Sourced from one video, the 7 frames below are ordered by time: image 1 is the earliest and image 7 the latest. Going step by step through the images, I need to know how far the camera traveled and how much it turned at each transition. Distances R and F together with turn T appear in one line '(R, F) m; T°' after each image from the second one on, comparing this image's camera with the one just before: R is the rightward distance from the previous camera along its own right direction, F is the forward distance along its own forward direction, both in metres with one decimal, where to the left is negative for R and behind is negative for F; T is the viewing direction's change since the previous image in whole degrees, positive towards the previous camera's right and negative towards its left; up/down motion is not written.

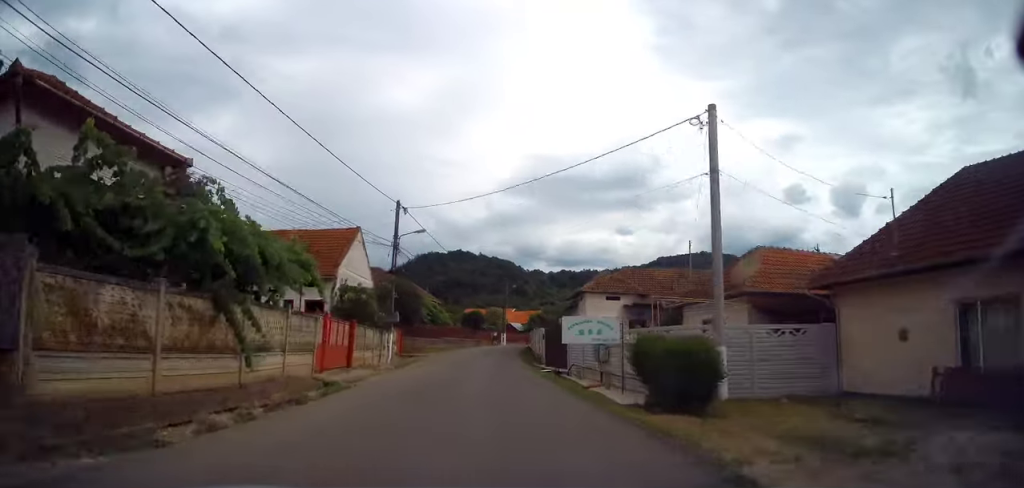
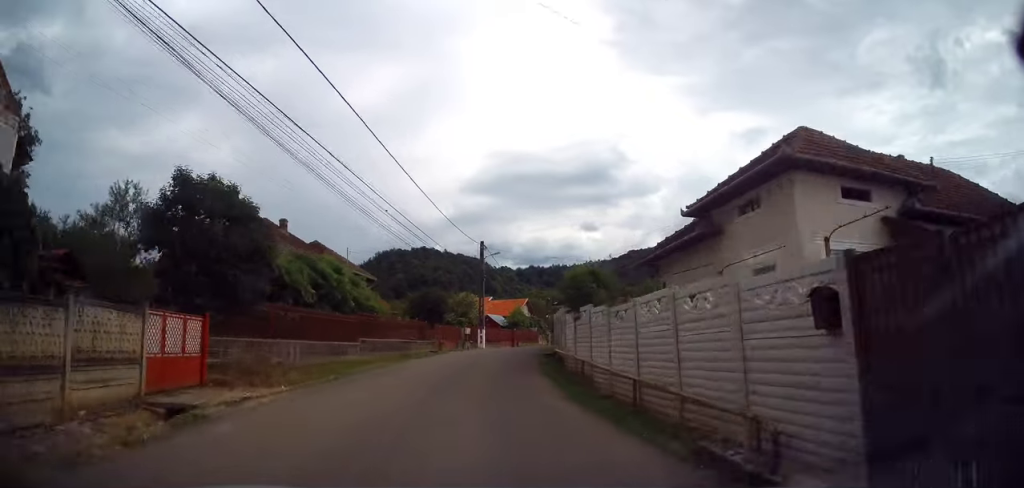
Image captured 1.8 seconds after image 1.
(+1.5, +26.0) m; +7°
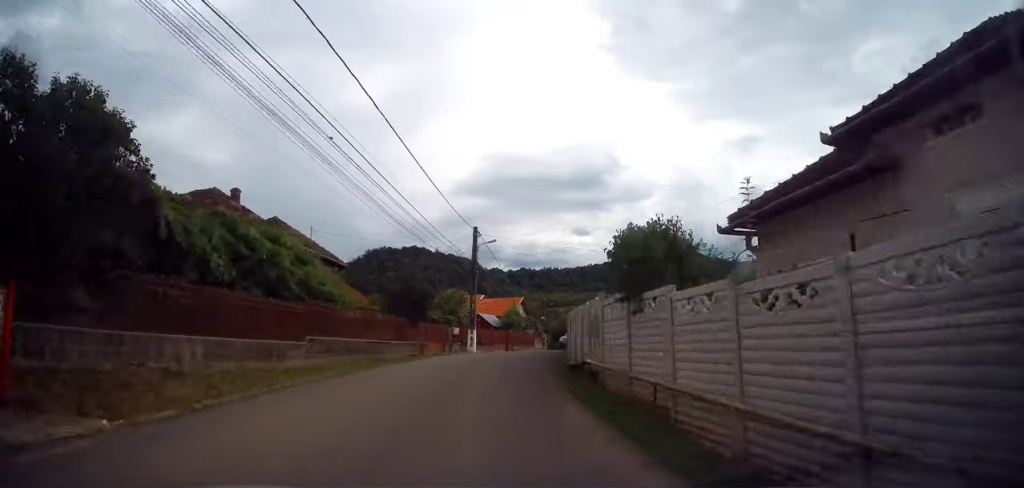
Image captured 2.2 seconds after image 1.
(+0.1, +6.2) m; +2°
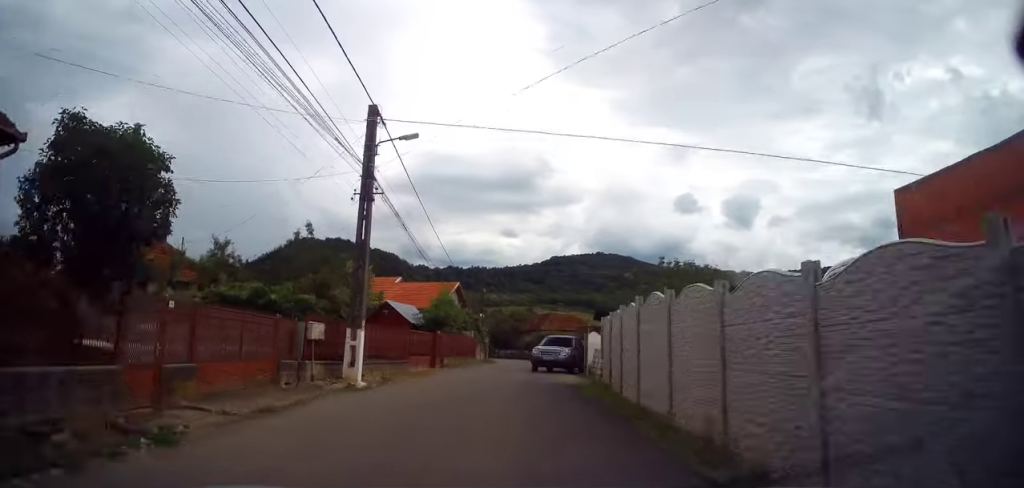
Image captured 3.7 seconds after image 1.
(+0.5, +20.0) m; +3°
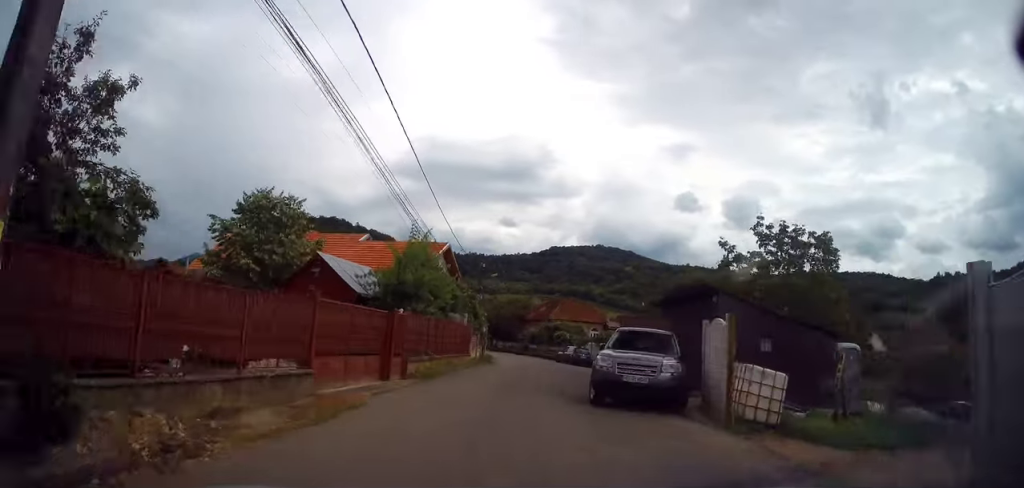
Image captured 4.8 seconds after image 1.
(+0.4, +13.8) m; +5°
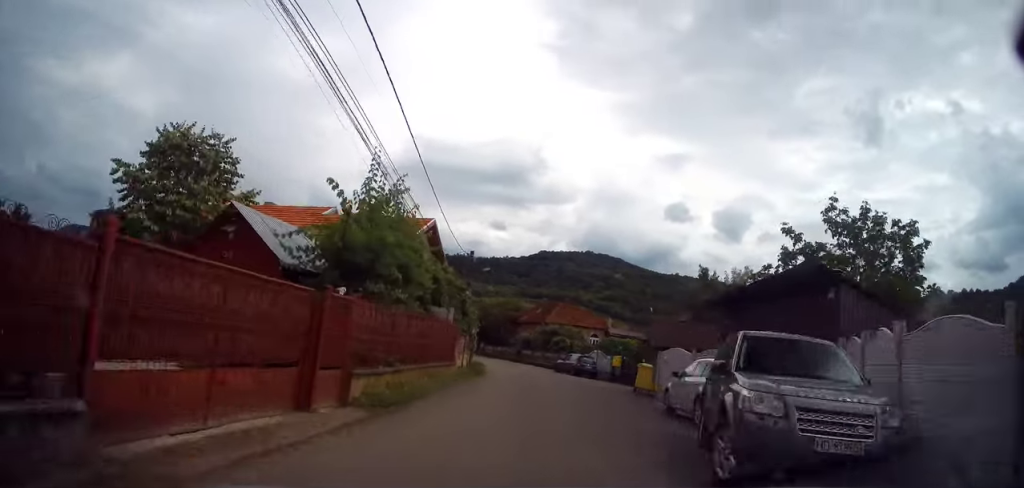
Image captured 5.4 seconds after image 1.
(+0.1, +6.5) m; +3°
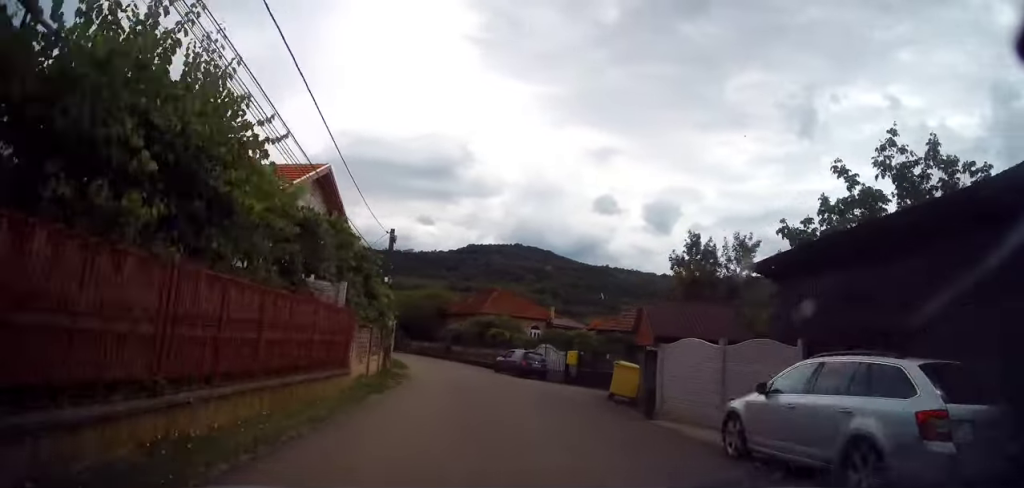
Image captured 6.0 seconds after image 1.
(+0.4, +6.5) m; +4°
